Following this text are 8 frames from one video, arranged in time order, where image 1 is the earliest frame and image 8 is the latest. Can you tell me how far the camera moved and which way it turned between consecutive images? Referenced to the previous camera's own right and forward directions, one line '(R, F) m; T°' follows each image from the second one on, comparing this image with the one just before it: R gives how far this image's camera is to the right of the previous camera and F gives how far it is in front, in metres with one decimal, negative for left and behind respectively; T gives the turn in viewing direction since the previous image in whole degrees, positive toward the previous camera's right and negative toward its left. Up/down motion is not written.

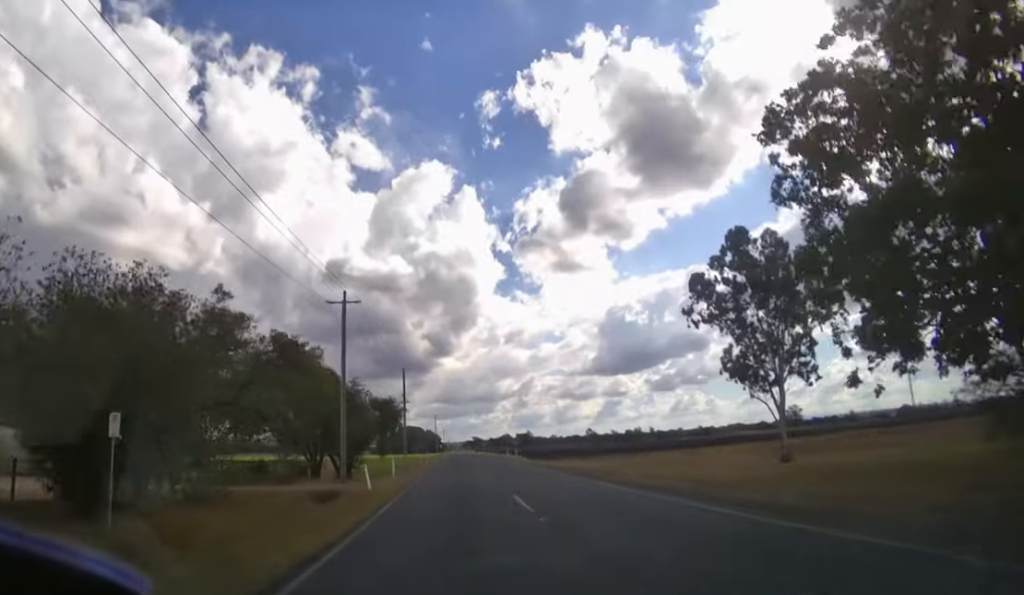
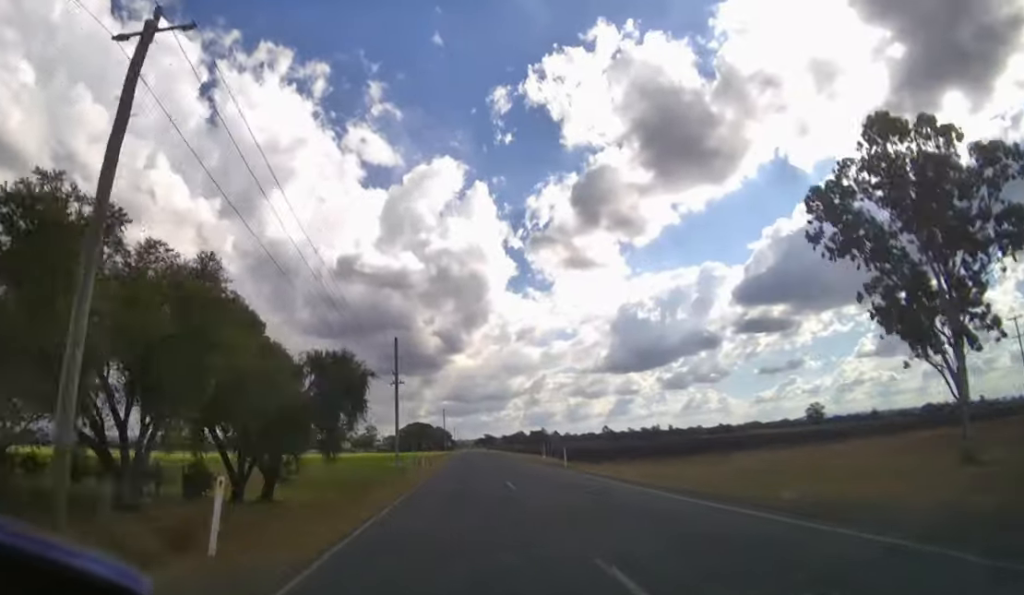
(-0.1, +21.7) m; 0°
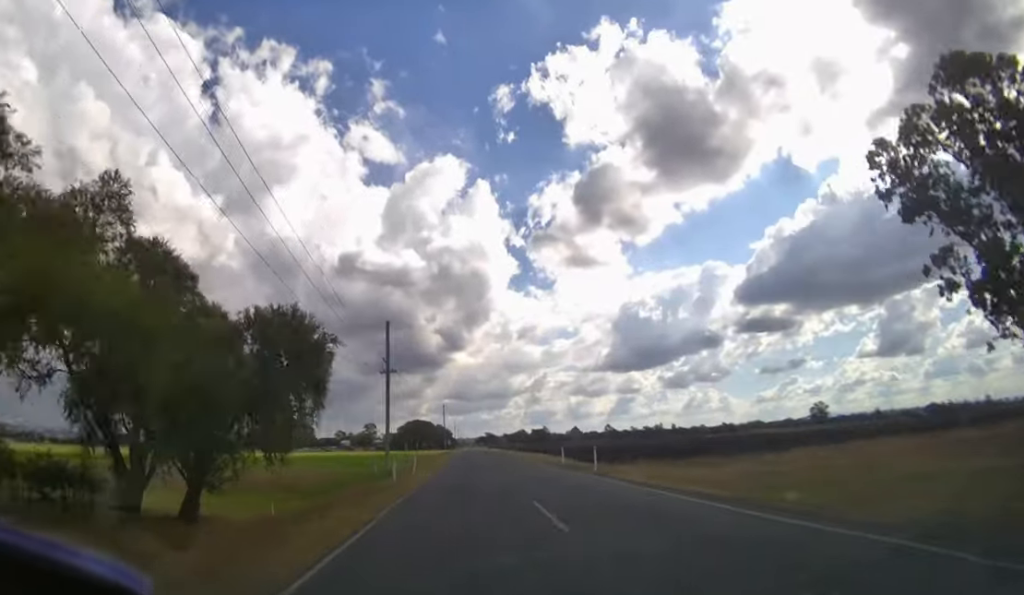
(0.0, +7.2) m; 0°
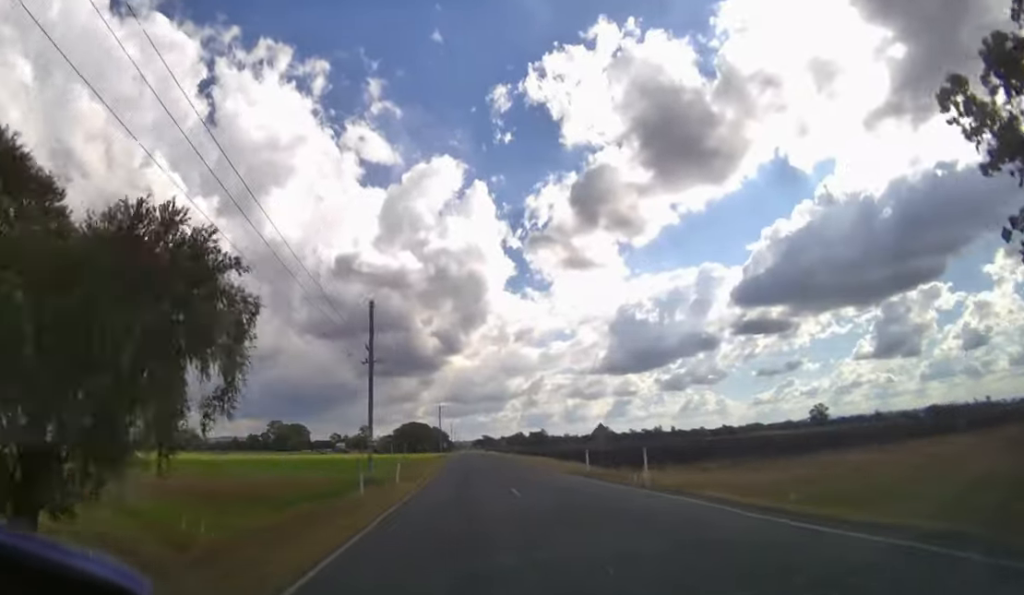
(0.0, +7.2) m; 0°
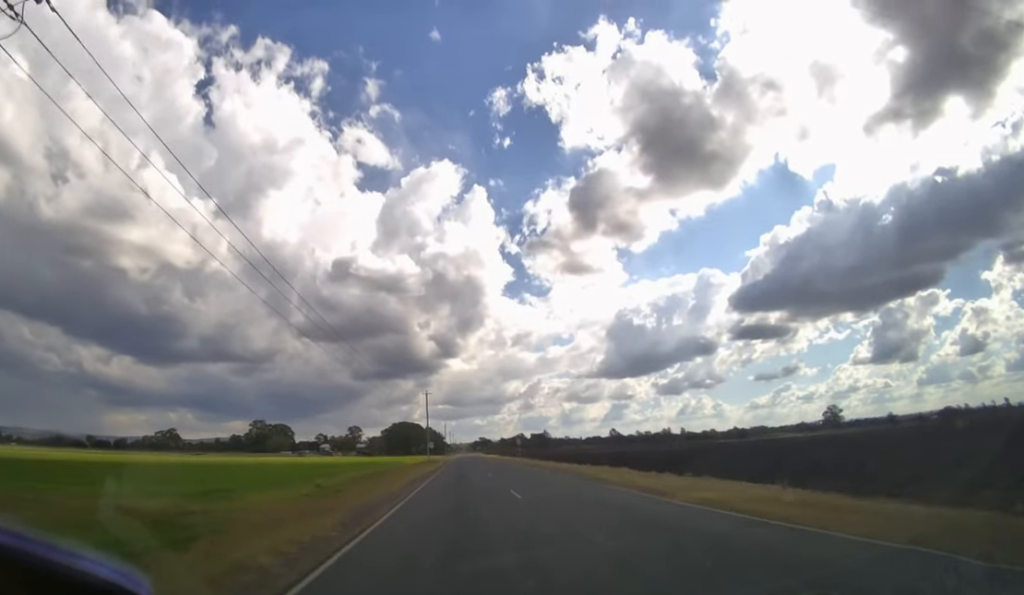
(+0.1, +31.9) m; 0°
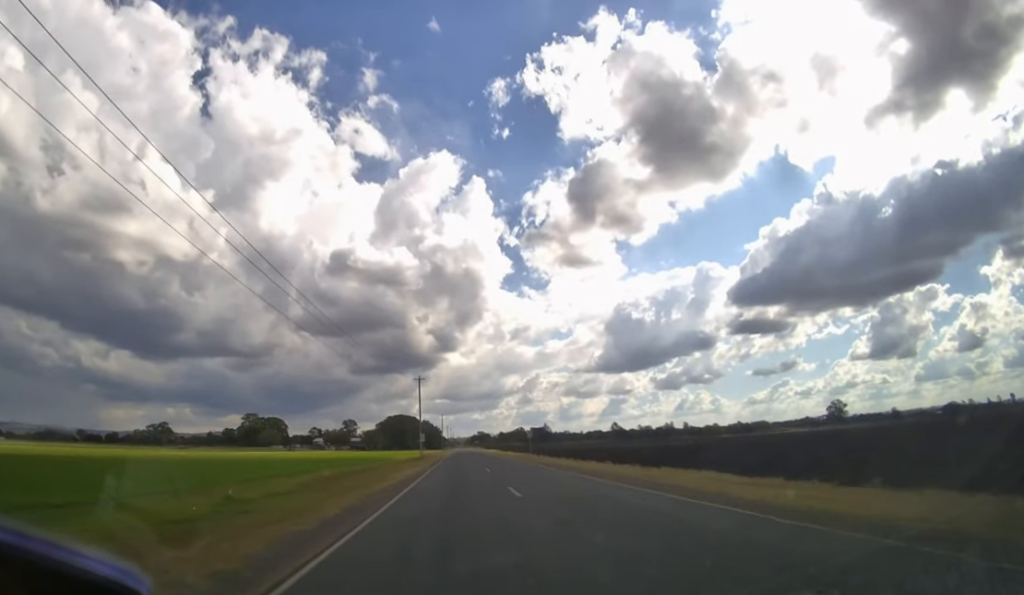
(0.0, +10.6) m; 0°
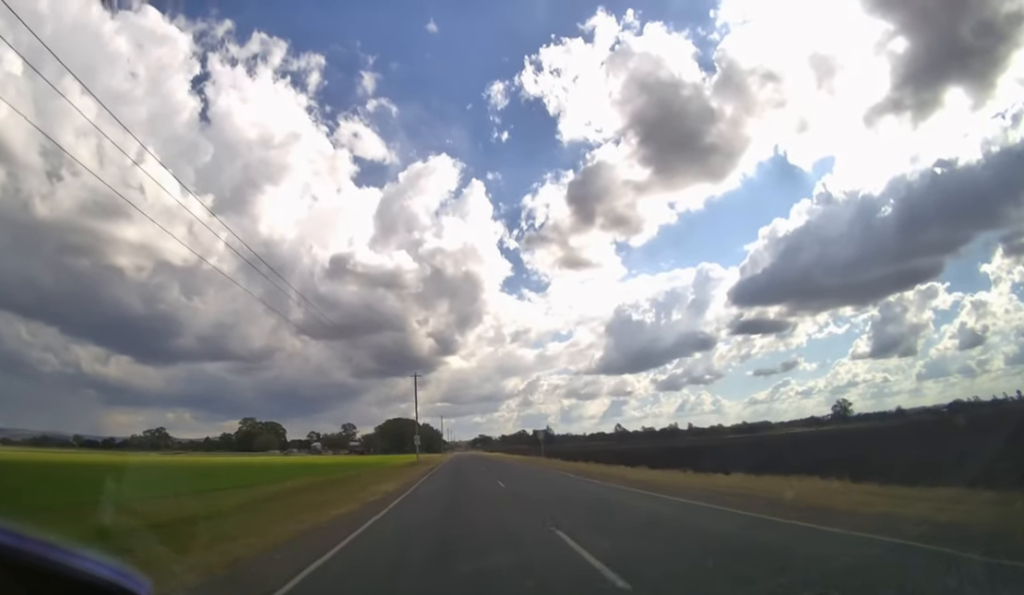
(0.0, +6.4) m; 0°
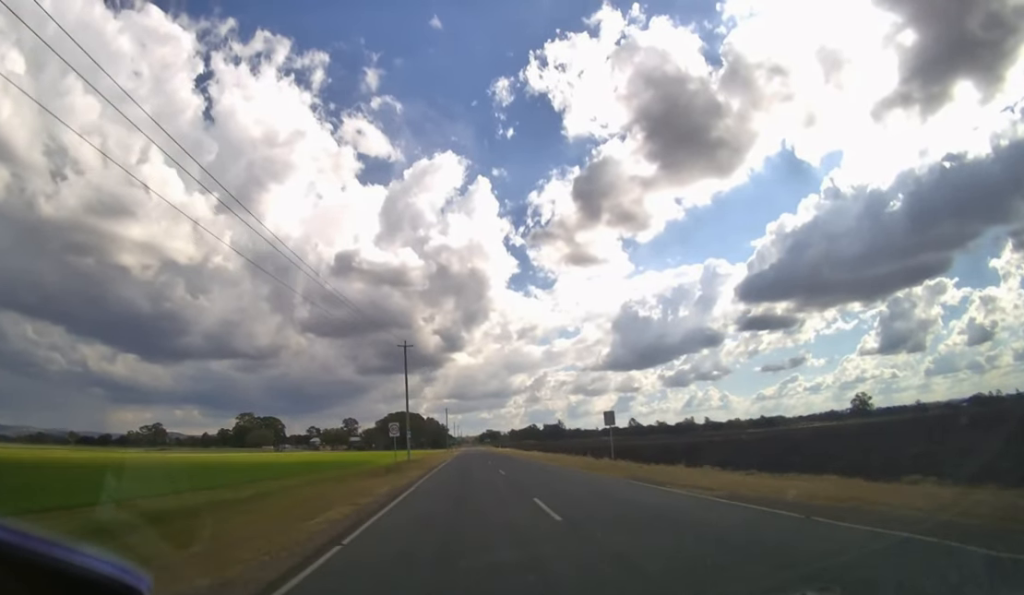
(0.0, +19.0) m; 0°
